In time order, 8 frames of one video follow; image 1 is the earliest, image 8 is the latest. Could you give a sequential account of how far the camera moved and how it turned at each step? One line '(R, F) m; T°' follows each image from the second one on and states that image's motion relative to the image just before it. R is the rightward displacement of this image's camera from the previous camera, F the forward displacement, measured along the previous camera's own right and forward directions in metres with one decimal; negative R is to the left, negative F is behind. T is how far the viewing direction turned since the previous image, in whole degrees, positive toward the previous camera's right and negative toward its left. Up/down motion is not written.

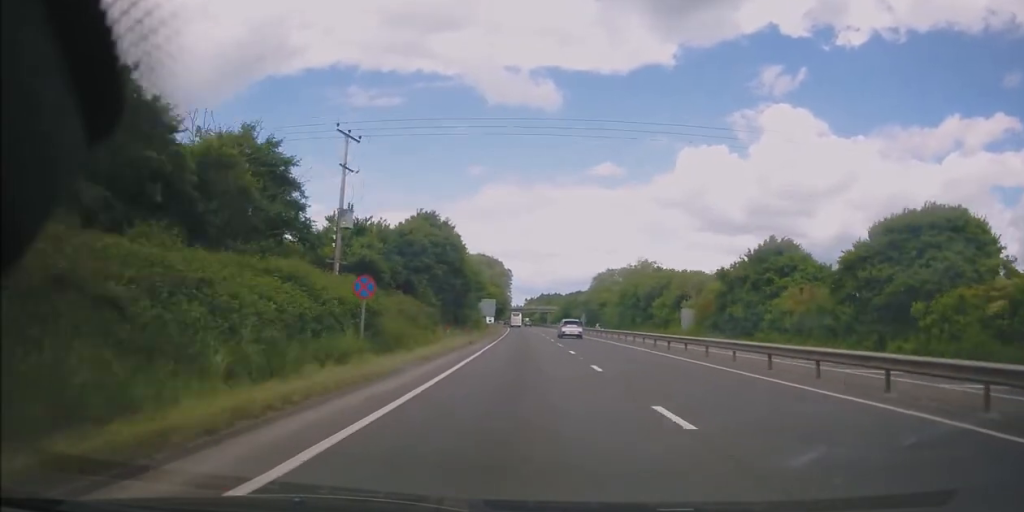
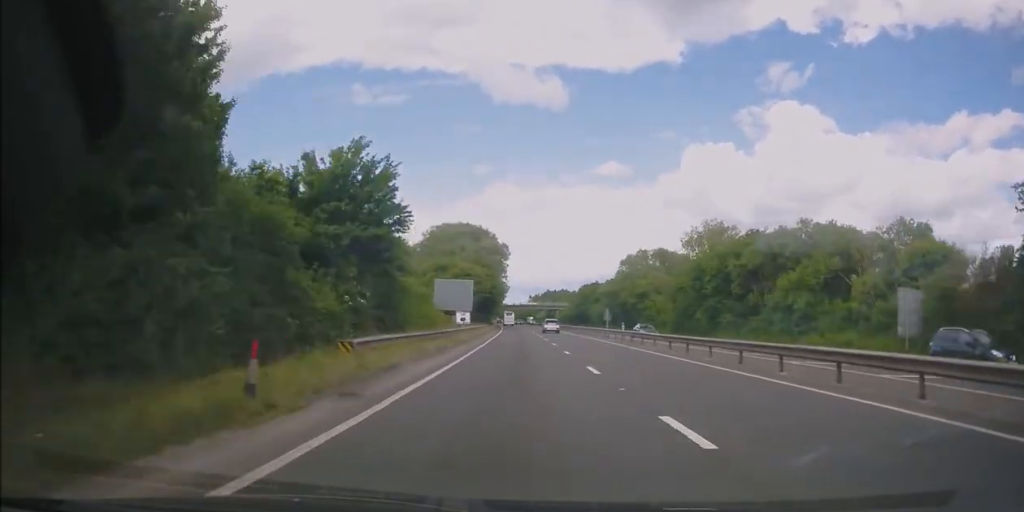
(-0.2, +46.1) m; +1°
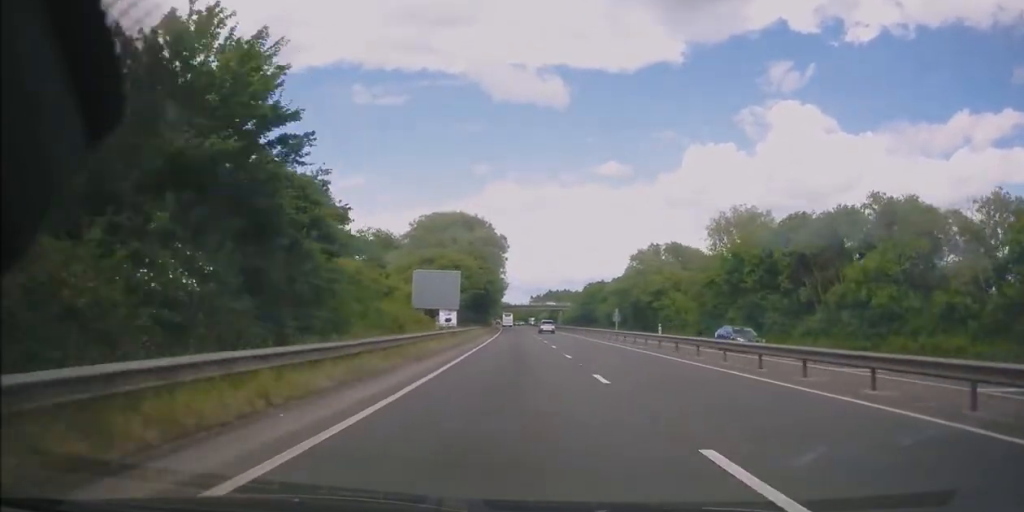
(+0.2, +11.3) m; +1°
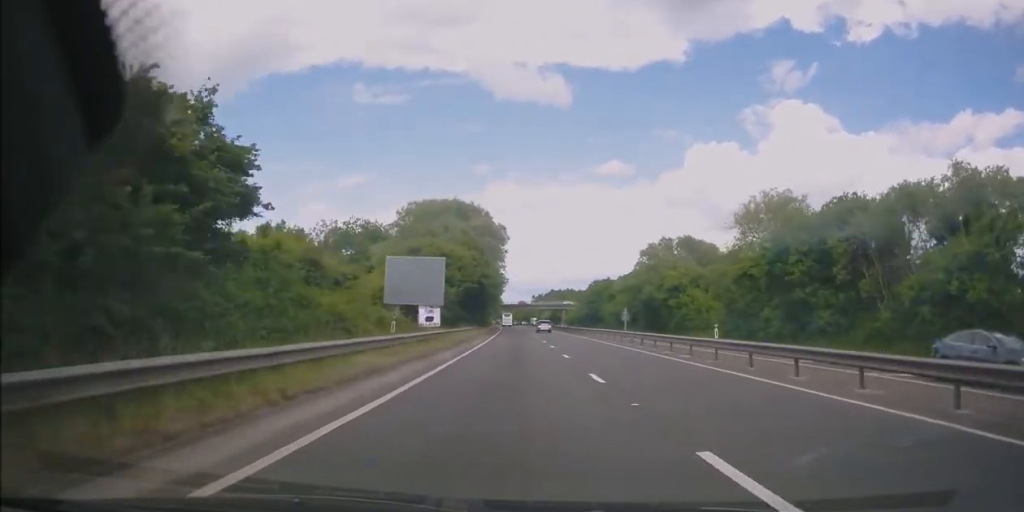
(-0.1, +9.0) m; -1°
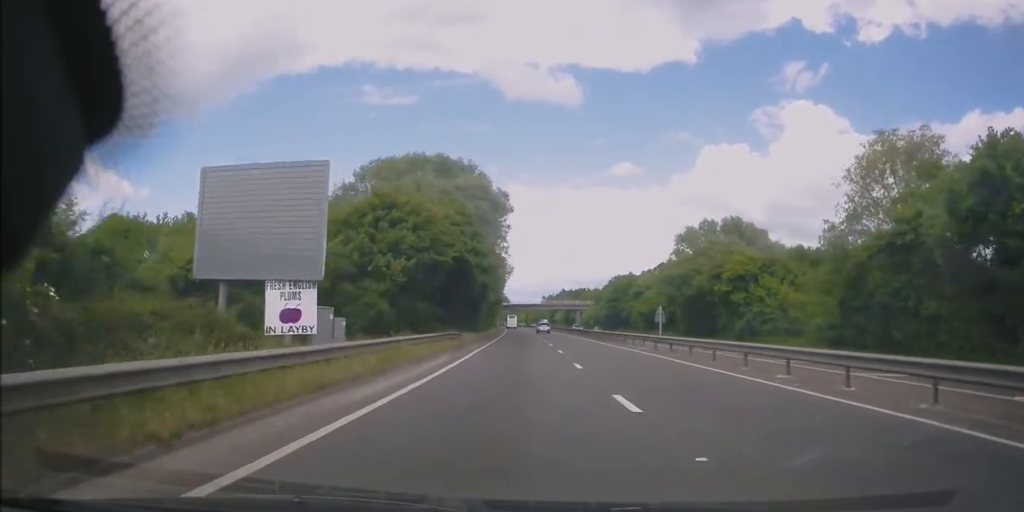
(-0.3, +21.8) m; -2°
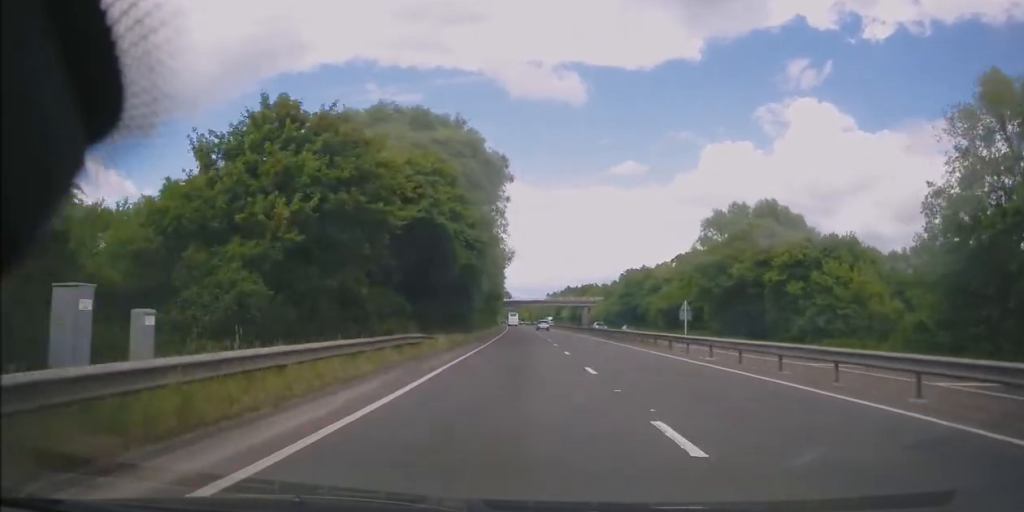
(-0.1, +12.1) m; -1°
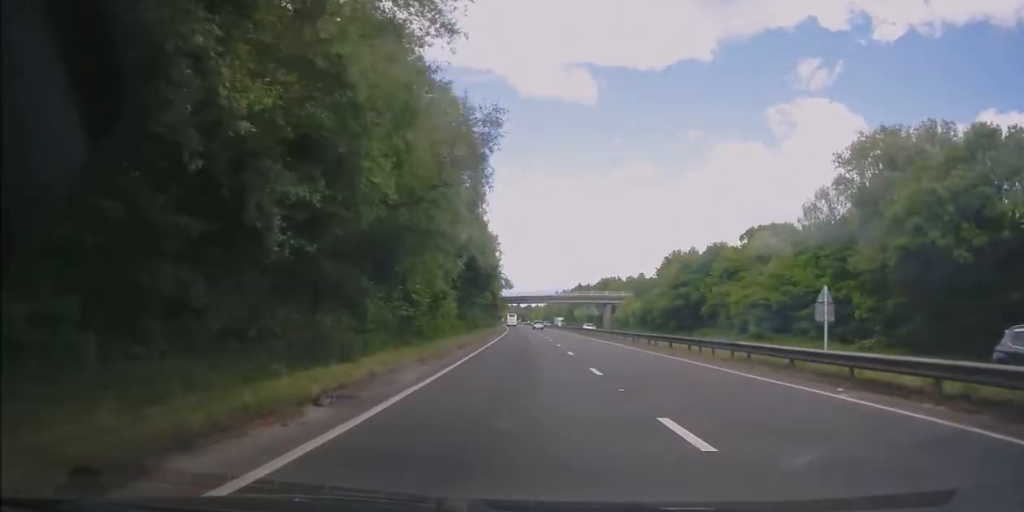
(-0.1, +35.6) m; 0°
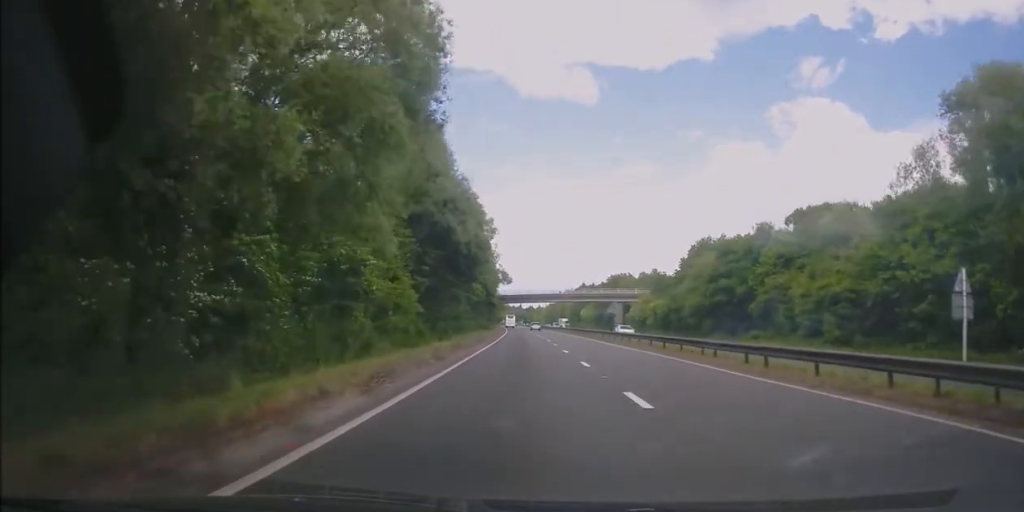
(+0.3, +14.9) m; 0°
